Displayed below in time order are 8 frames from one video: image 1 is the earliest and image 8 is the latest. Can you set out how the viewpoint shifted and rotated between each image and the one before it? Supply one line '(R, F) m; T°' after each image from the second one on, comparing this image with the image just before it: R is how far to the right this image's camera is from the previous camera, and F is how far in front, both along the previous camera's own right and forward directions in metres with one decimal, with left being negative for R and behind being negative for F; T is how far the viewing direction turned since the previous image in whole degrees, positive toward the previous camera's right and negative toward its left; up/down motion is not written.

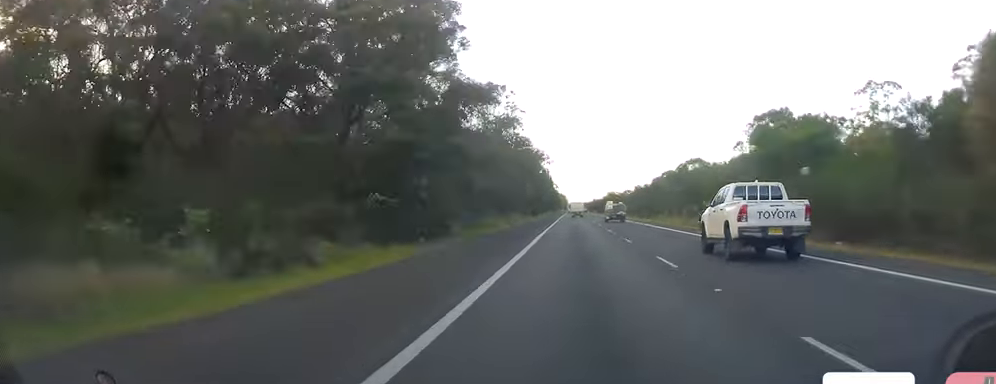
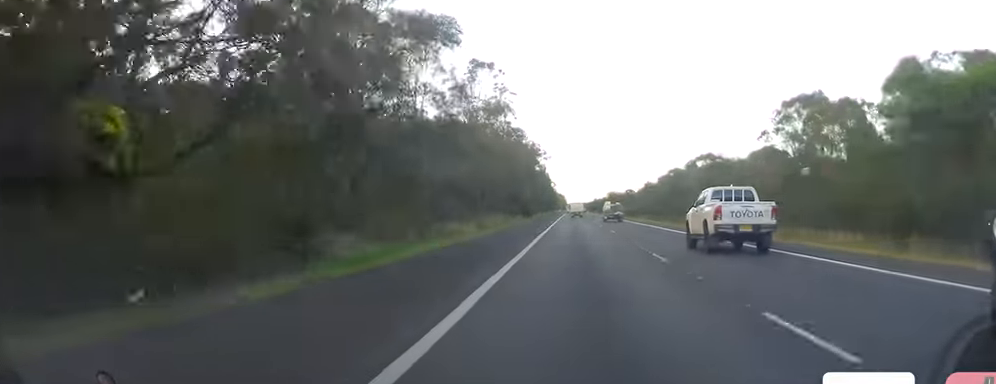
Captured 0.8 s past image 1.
(-0.2, +22.0) m; 0°
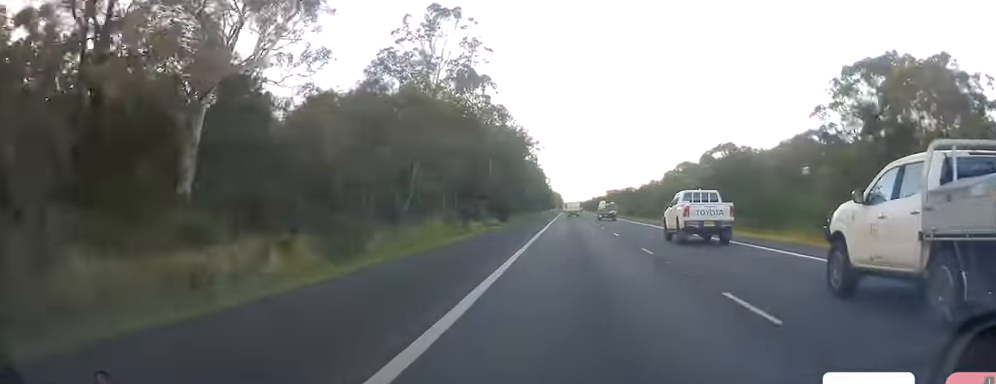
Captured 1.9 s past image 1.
(+0.1, +33.4) m; 0°
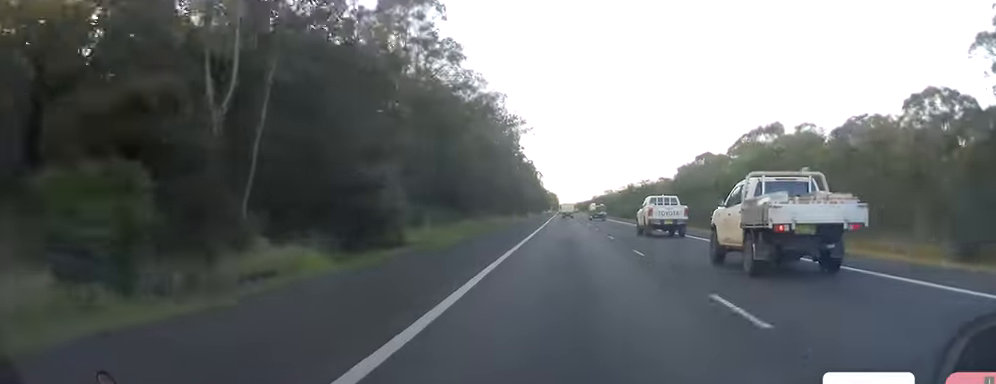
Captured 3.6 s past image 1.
(-0.1, +47.8) m; +1°
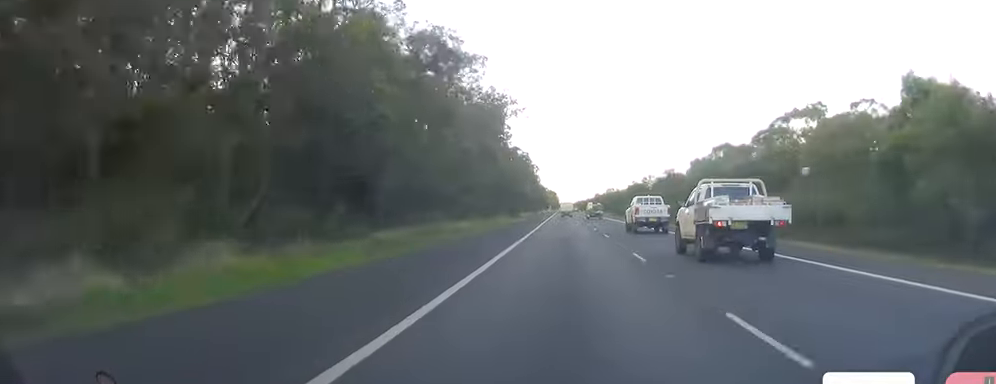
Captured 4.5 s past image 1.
(+0.9, +25.9) m; 0°
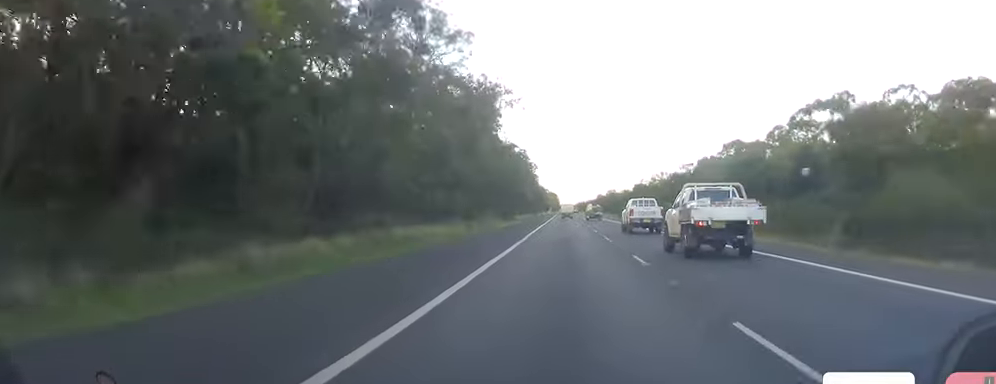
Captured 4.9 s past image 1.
(-0.4, +12.4) m; -1°
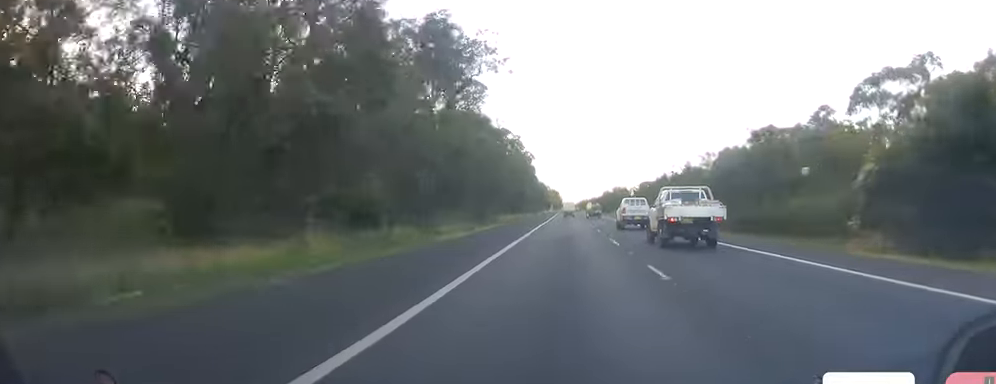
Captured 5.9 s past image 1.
(-0.4, +27.7) m; -1°
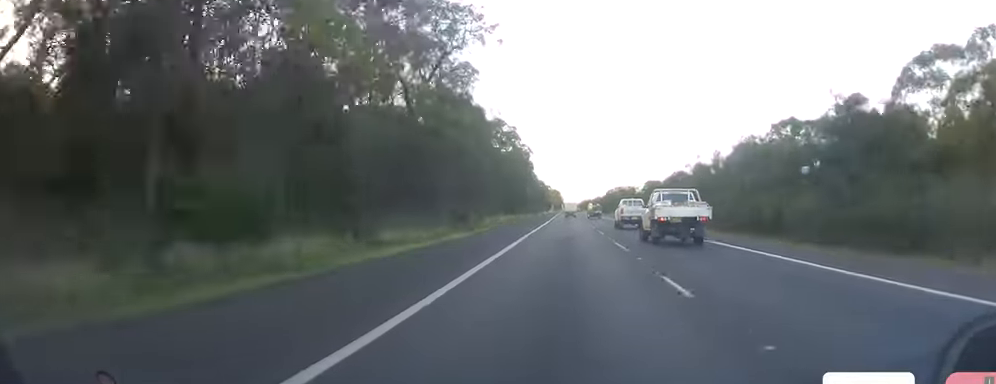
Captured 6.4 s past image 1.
(0.0, +14.3) m; 0°
